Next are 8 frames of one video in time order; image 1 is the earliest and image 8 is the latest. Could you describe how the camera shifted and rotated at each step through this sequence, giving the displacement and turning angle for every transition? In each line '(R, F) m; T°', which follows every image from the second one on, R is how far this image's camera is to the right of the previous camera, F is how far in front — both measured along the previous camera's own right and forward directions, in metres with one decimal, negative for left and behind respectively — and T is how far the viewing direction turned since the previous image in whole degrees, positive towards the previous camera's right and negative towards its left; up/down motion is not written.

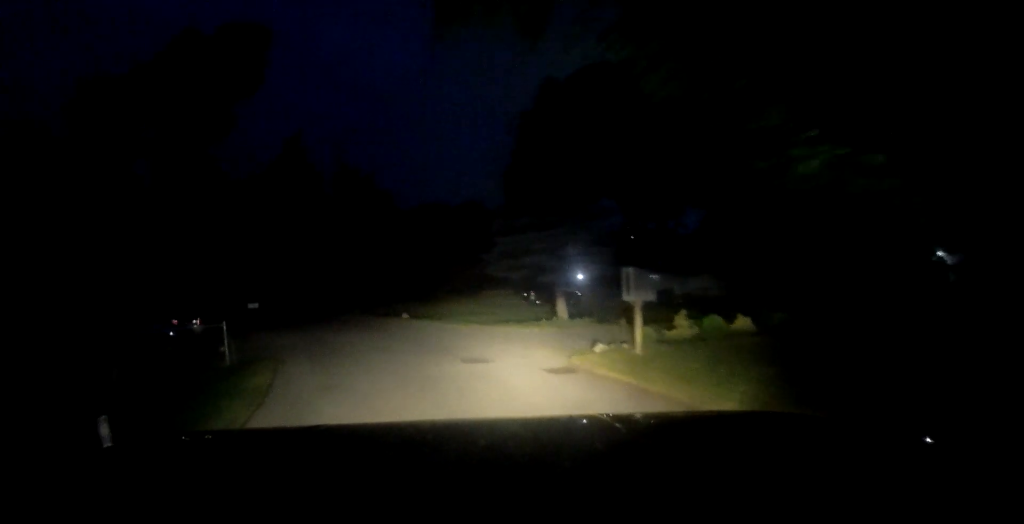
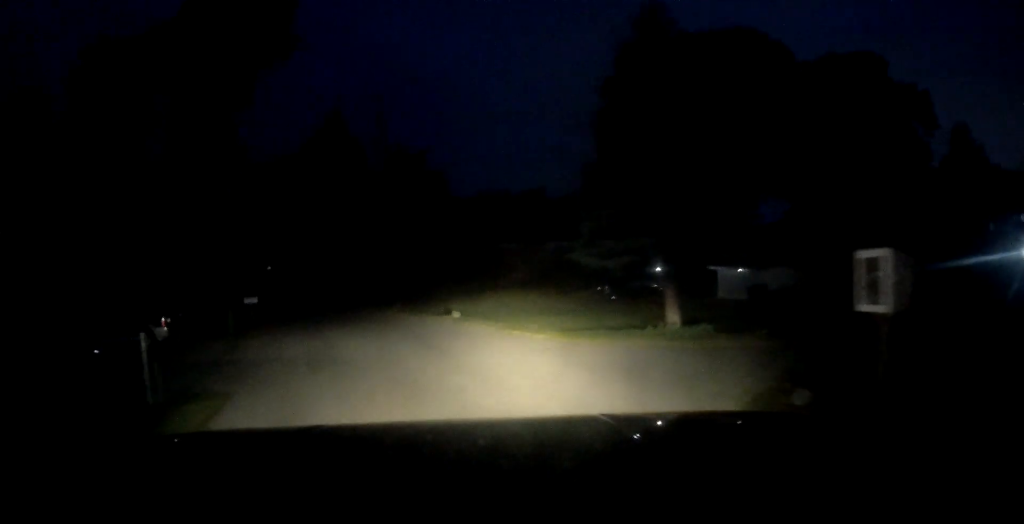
(0.0, +6.8) m; -2°
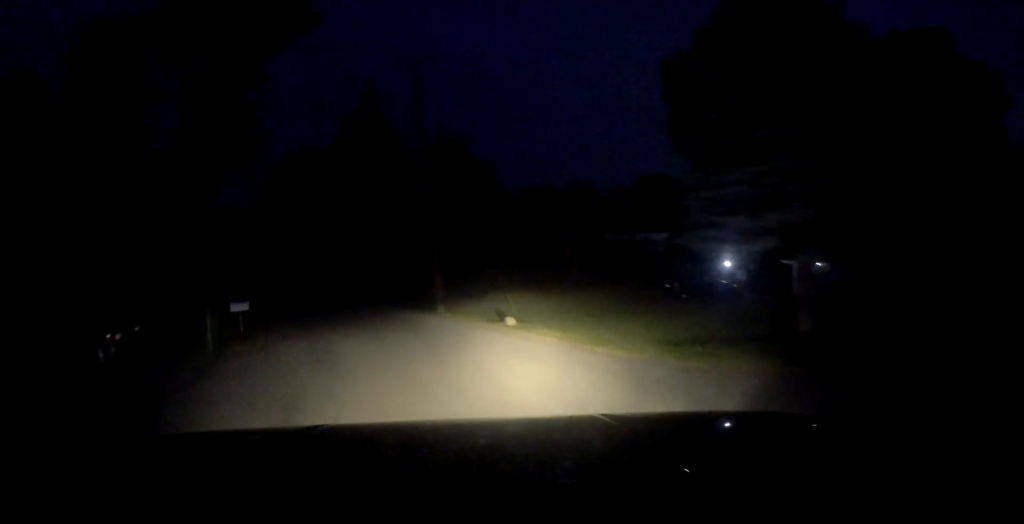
(-0.1, +5.3) m; -3°
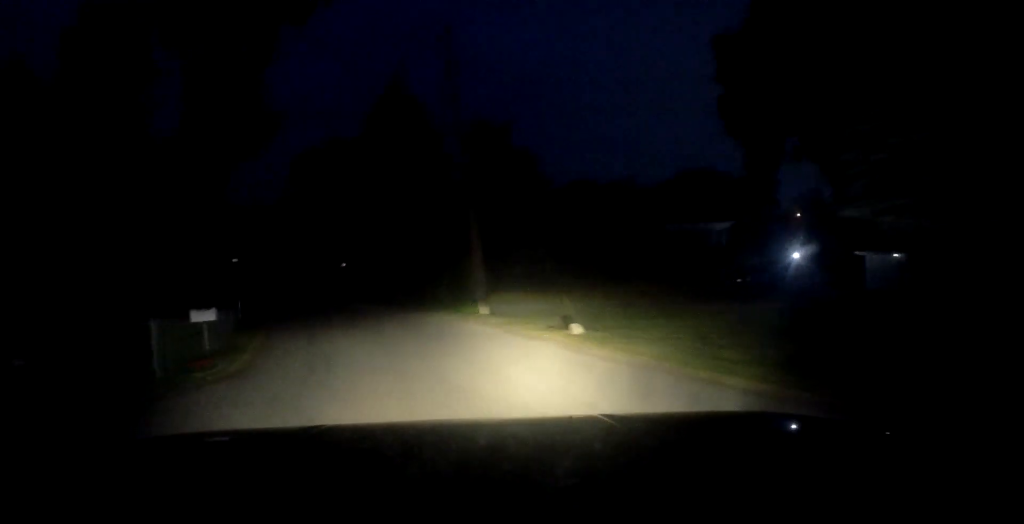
(-0.1, +4.1) m; -4°
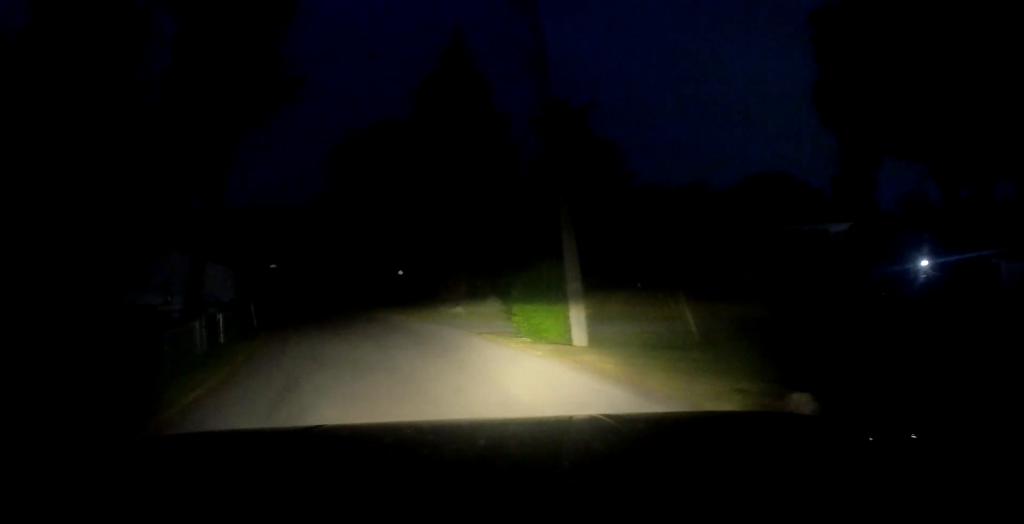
(-0.5, +7.3) m; -10°
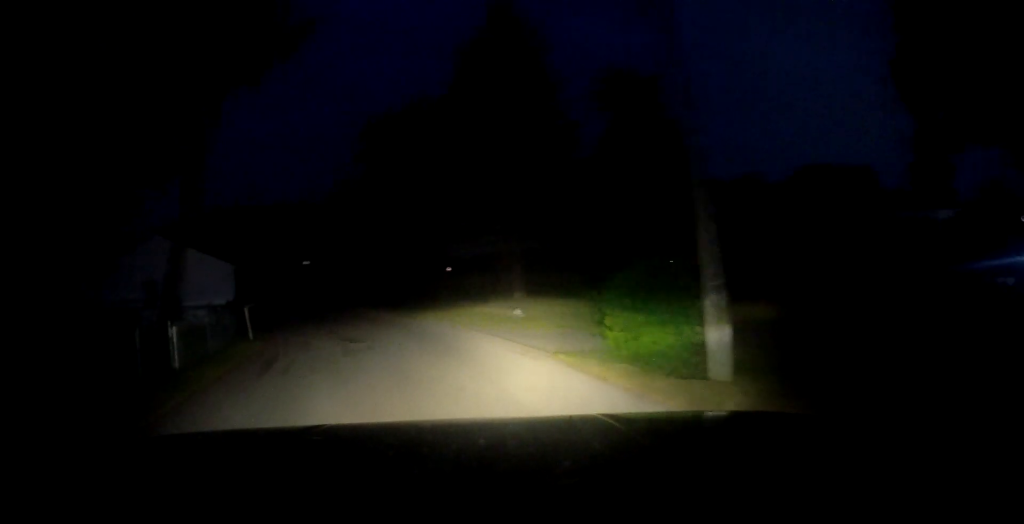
(-0.5, +6.0) m; -7°
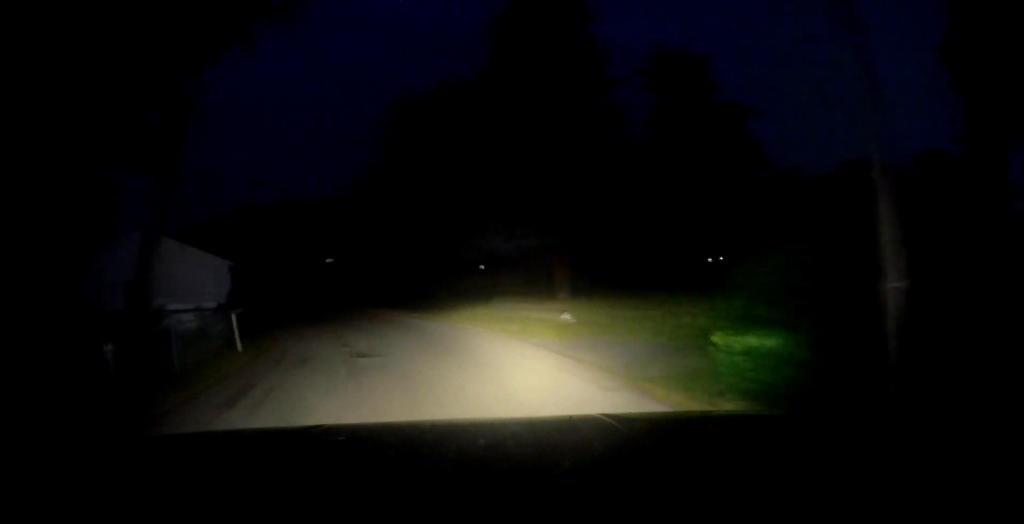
(-0.2, +4.0) m; -5°
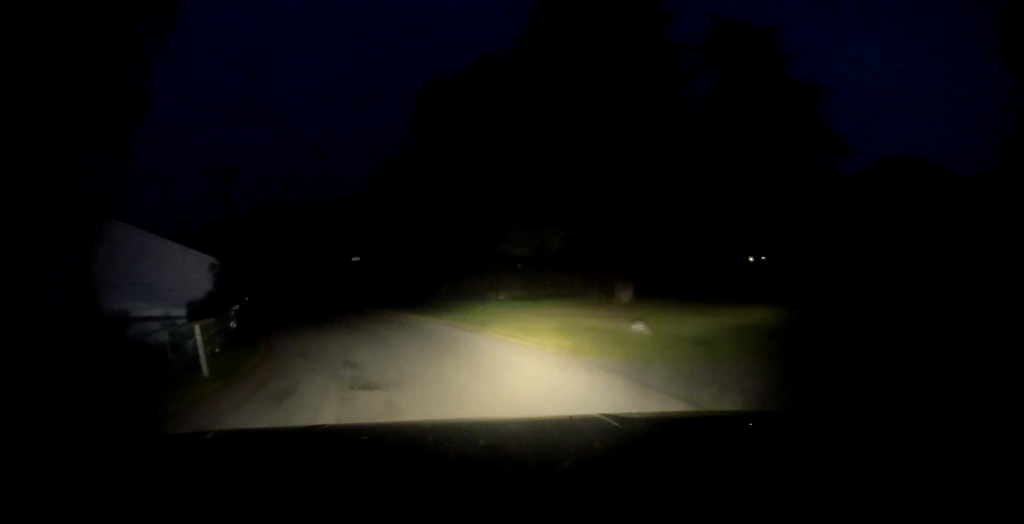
(0.0, +4.7) m; -6°
